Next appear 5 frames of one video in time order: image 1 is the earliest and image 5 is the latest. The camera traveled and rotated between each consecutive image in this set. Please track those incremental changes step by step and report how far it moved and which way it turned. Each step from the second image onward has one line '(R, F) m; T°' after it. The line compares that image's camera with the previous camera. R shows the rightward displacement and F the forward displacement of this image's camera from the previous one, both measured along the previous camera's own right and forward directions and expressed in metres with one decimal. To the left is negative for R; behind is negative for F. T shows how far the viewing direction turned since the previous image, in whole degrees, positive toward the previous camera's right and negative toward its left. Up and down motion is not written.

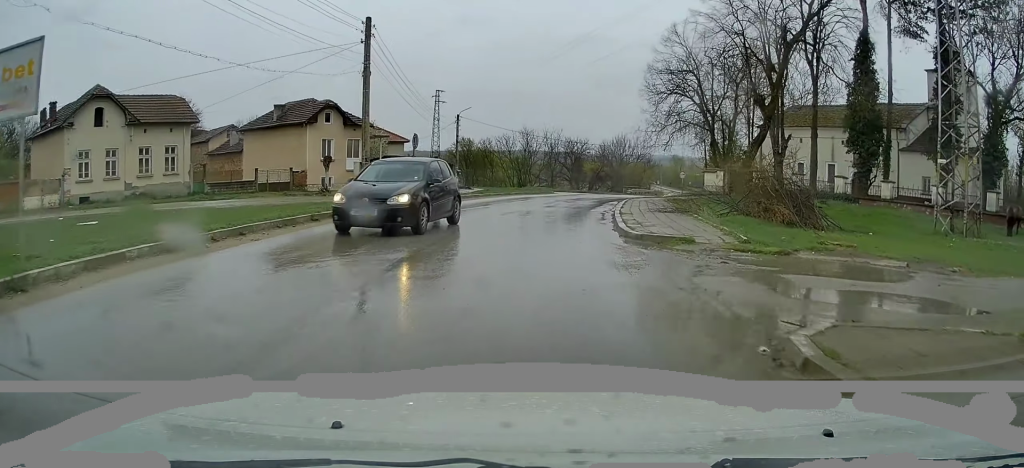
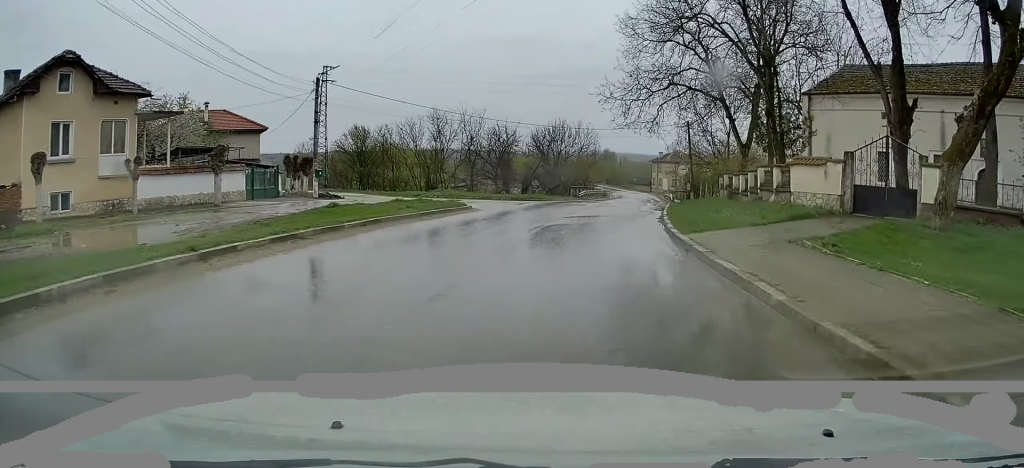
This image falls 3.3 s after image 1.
(+0.6, +24.9) m; +5°
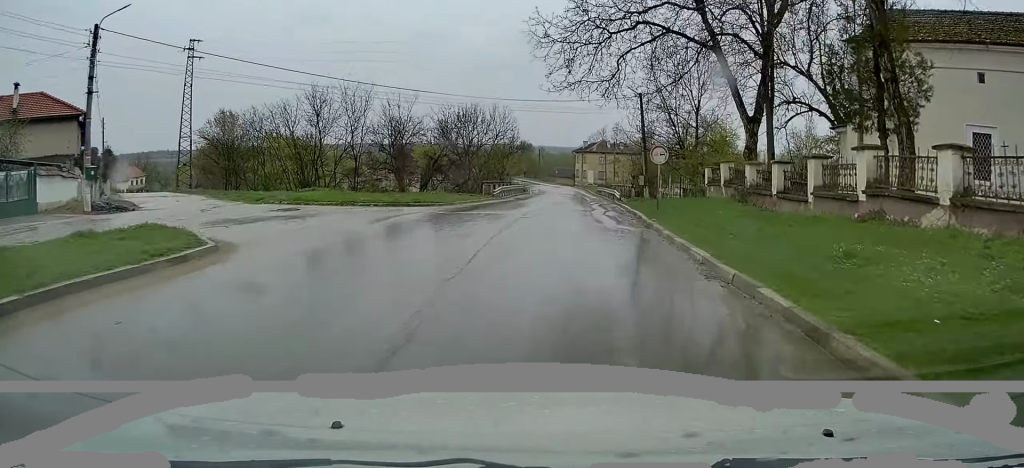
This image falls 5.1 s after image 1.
(+1.3, +14.9) m; +7°
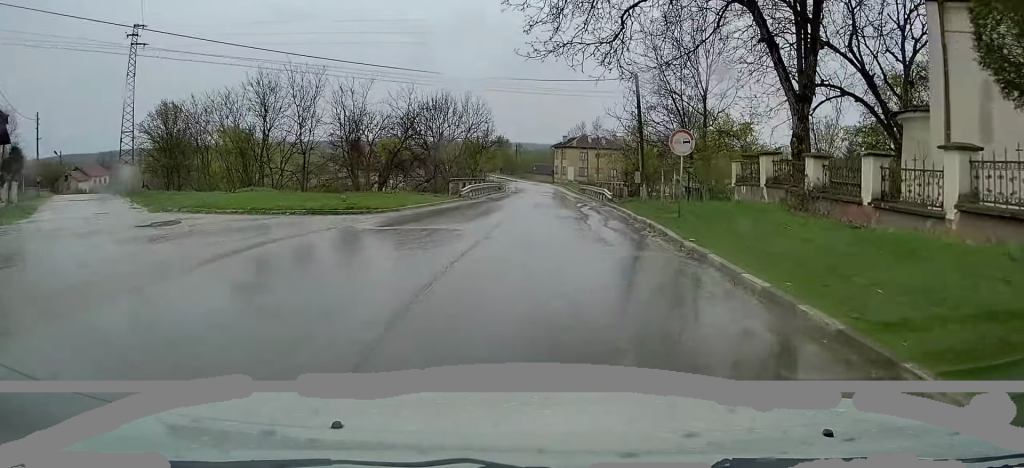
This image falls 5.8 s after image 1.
(+0.2, +7.0) m; +1°
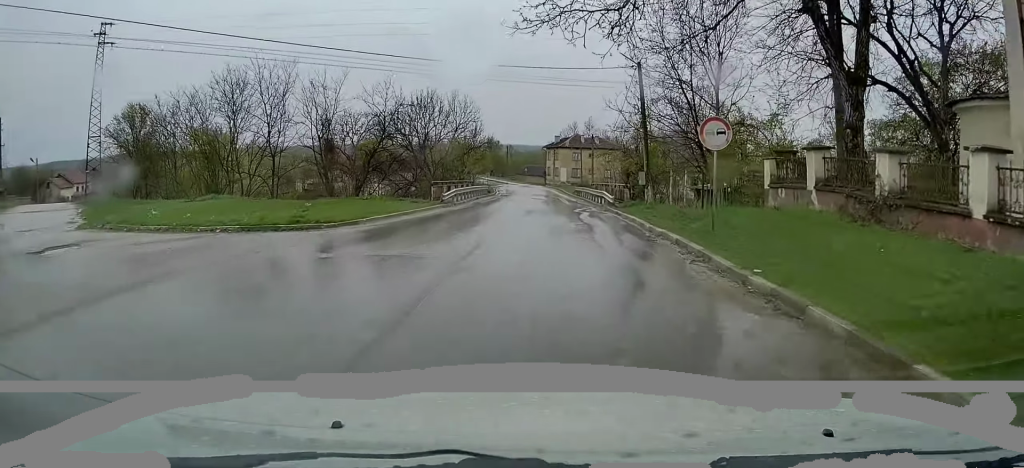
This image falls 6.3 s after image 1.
(0.0, +4.0) m; +1°
